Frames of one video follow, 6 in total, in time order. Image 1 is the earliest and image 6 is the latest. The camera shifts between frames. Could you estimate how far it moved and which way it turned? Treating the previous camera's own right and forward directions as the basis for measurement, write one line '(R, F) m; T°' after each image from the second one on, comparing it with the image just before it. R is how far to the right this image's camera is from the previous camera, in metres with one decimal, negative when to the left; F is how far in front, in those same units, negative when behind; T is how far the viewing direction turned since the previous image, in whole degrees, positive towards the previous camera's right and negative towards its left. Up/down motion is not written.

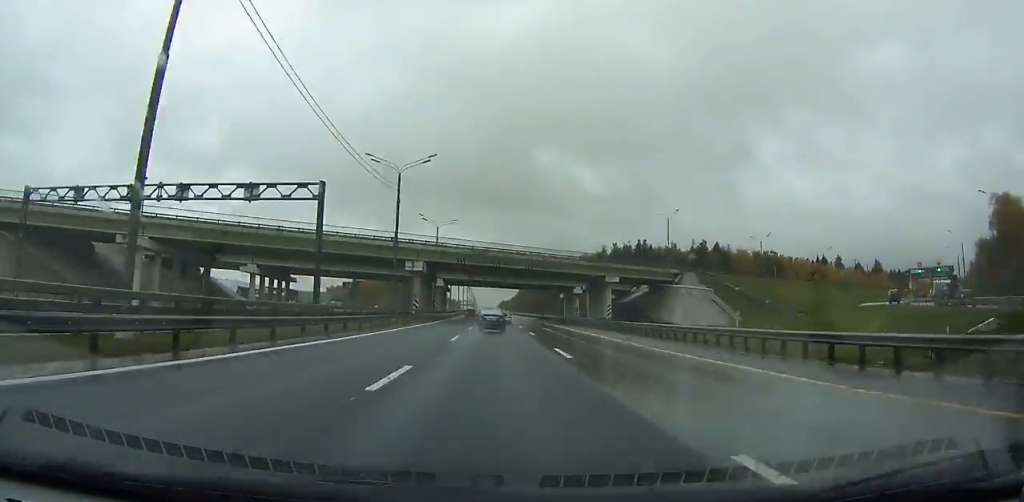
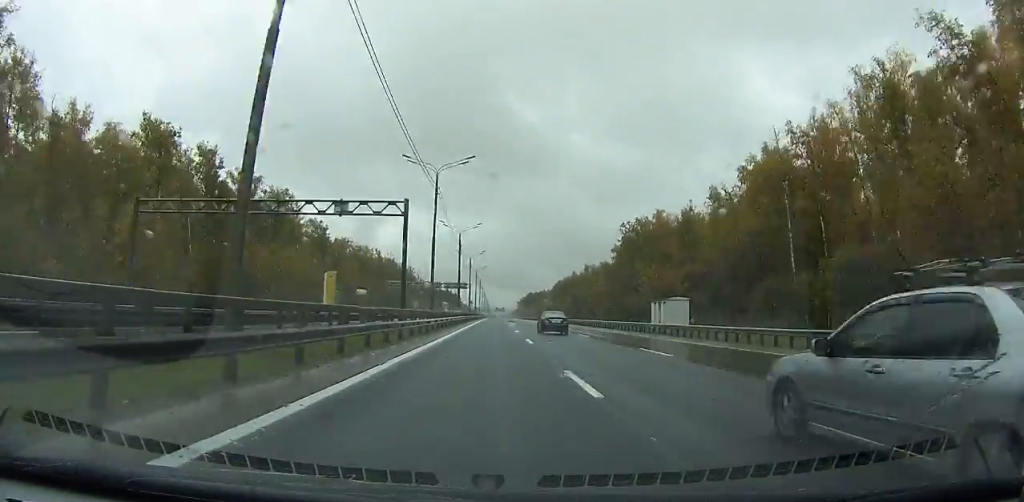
(-12.7, +366.6) m; -1°
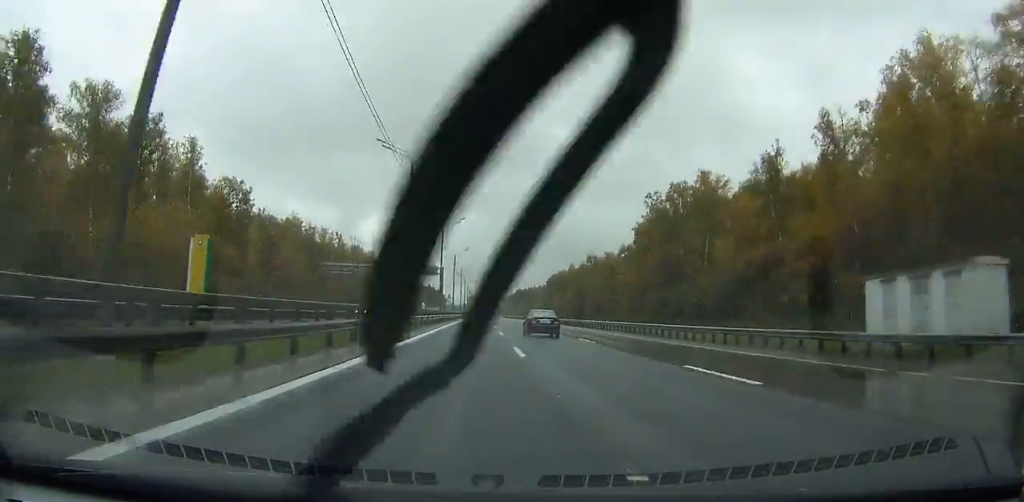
(0.0, +38.6) m; 0°
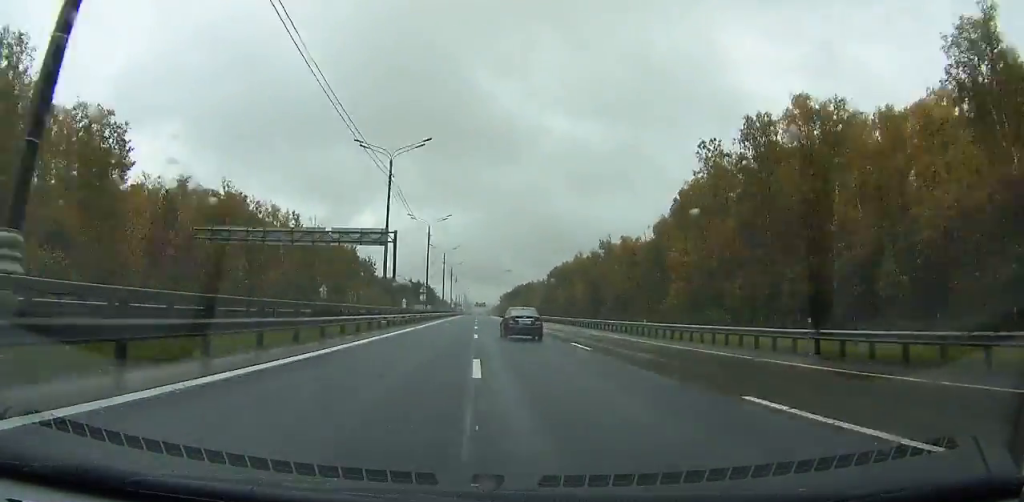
(+0.4, +35.6) m; 0°
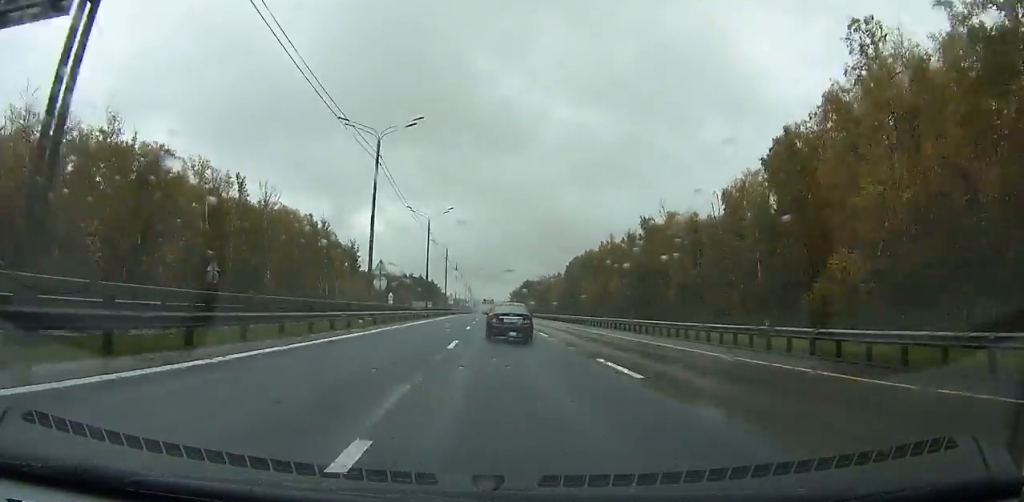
(+0.2, +40.7) m; 0°
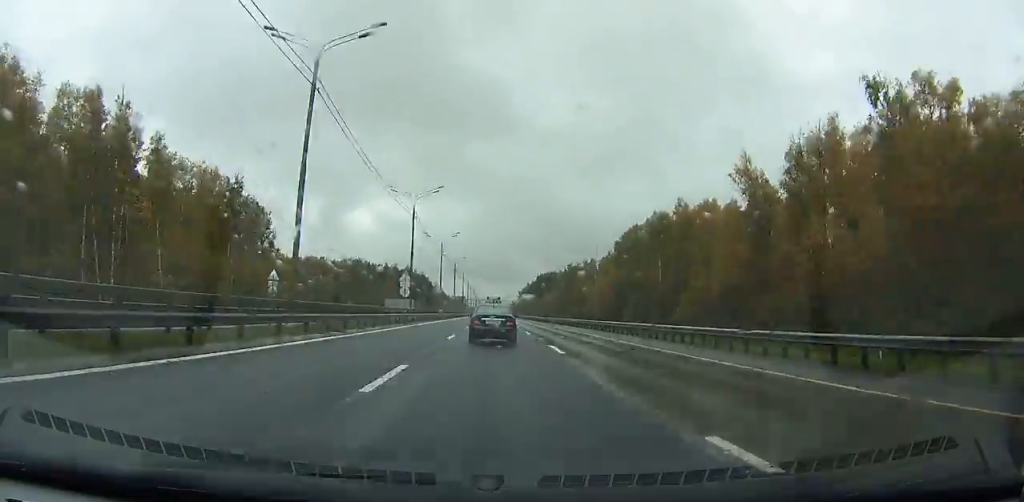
(-0.9, +92.6) m; -1°
